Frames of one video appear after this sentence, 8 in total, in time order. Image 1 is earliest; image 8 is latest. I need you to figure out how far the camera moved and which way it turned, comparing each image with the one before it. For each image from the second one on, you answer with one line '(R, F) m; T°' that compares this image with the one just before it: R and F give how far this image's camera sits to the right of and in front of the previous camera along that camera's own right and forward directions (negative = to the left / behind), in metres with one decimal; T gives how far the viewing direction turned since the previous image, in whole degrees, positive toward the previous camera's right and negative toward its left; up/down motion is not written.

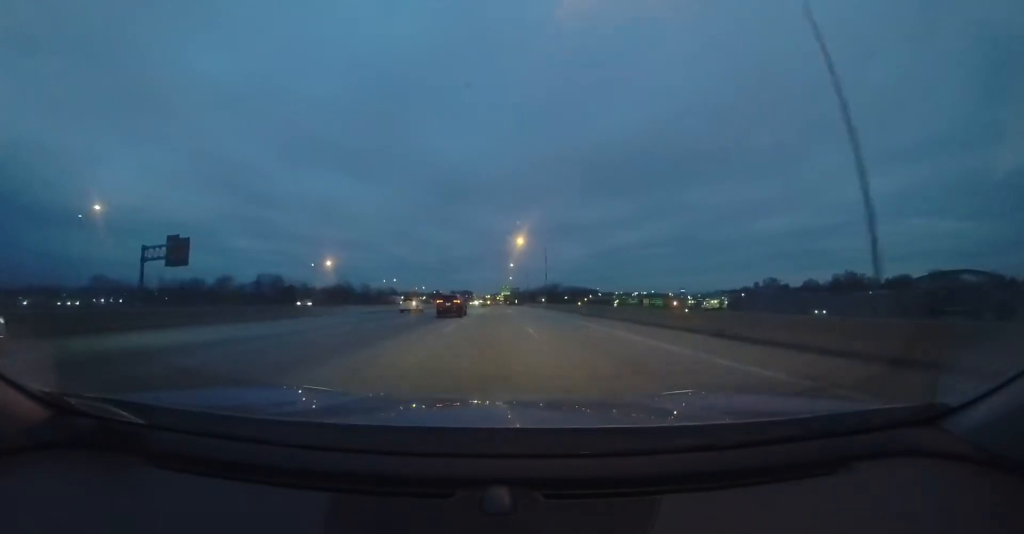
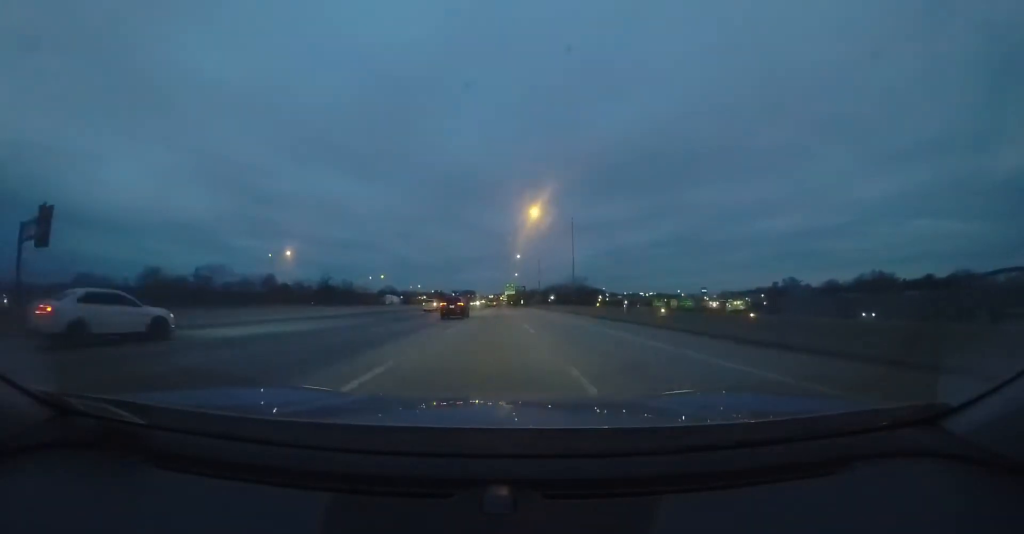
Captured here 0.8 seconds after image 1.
(0.0, +21.4) m; 0°
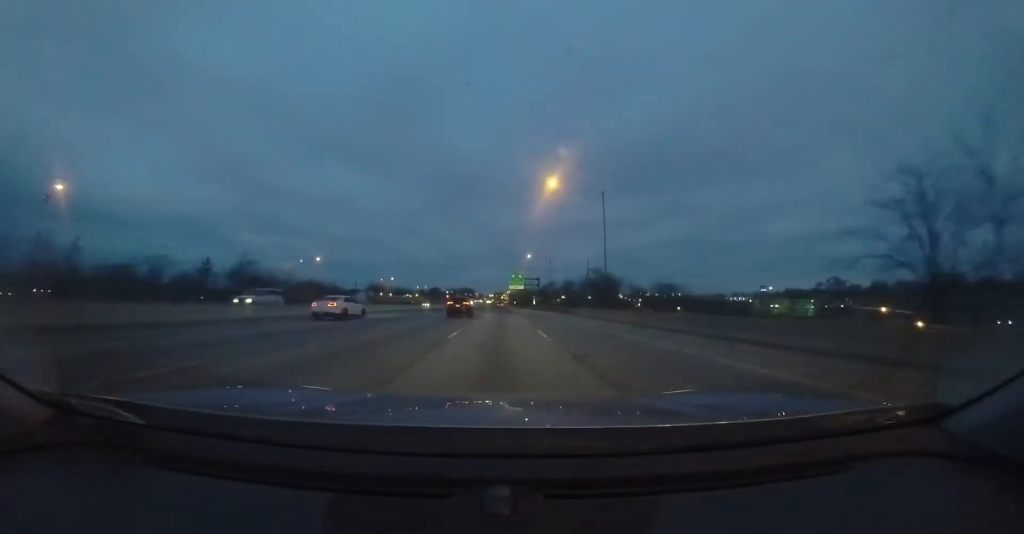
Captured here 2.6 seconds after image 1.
(+0.7, +51.5) m; +2°
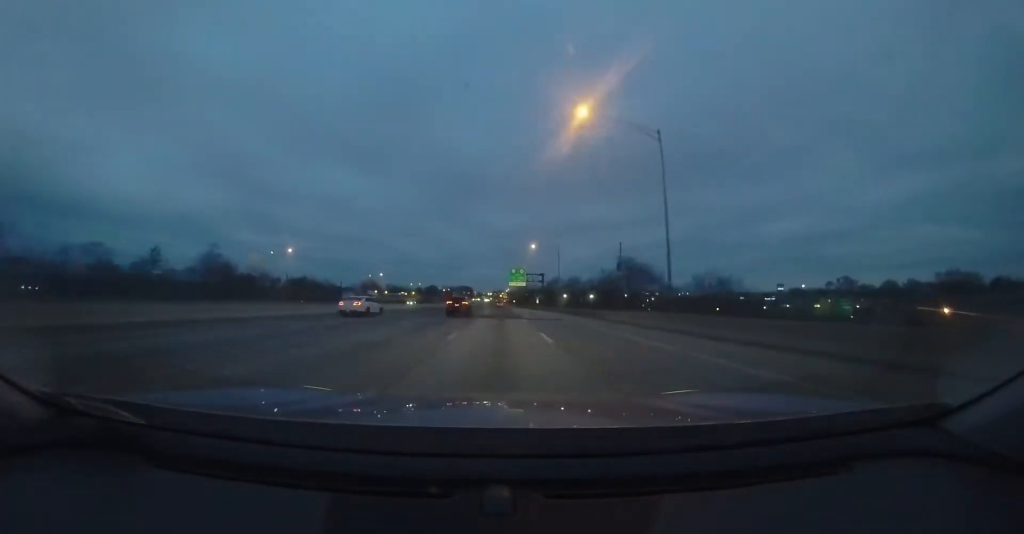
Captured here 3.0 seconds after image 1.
(+0.2, +12.4) m; 0°
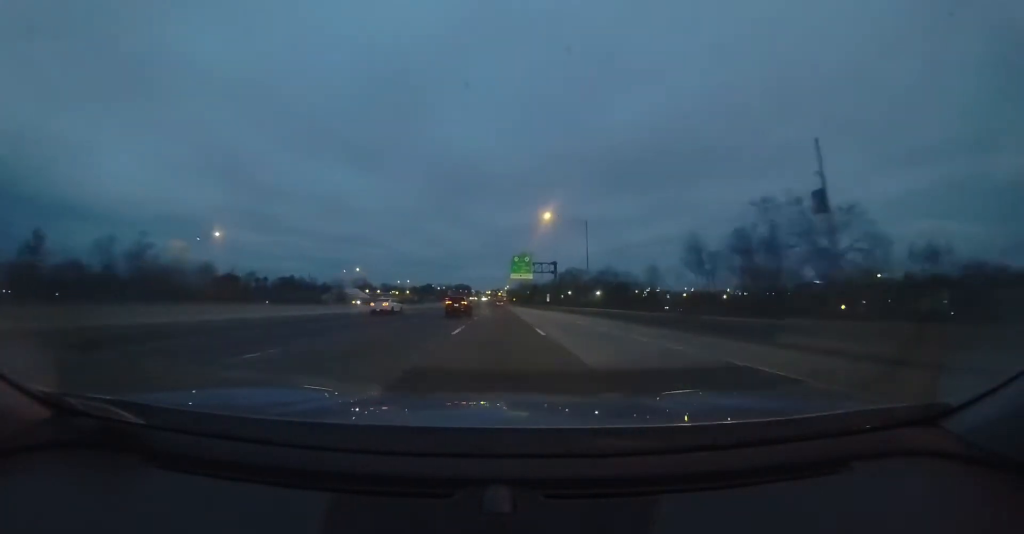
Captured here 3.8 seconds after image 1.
(-0.2, +22.1) m; 0°
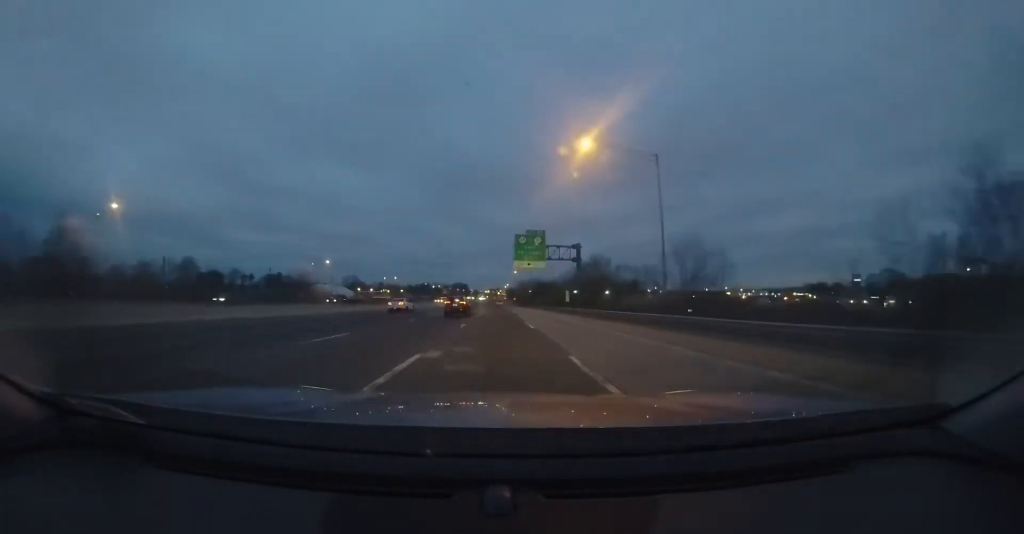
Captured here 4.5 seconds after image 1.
(0.0, +20.2) m; +1°
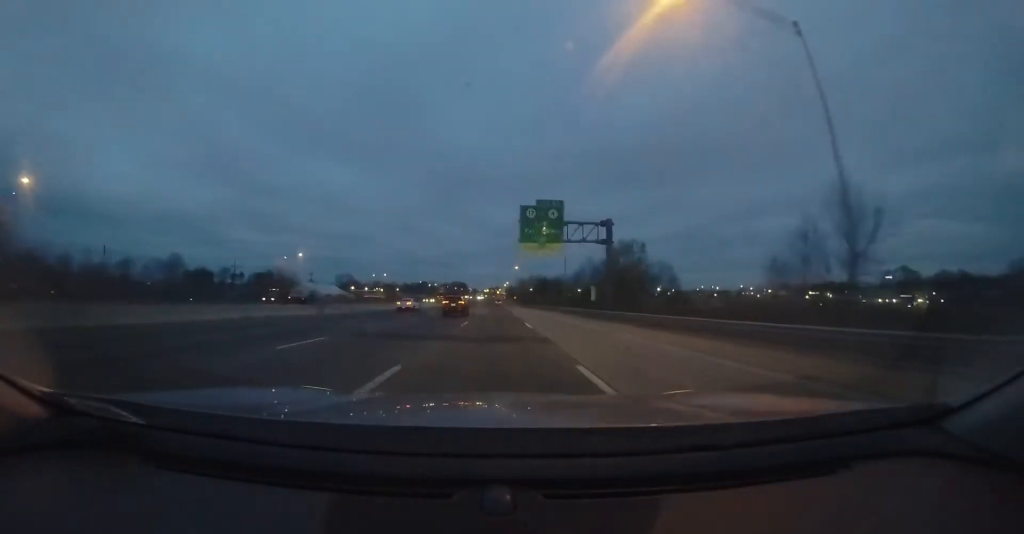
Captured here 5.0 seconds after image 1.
(0.0, +13.4) m; +1°
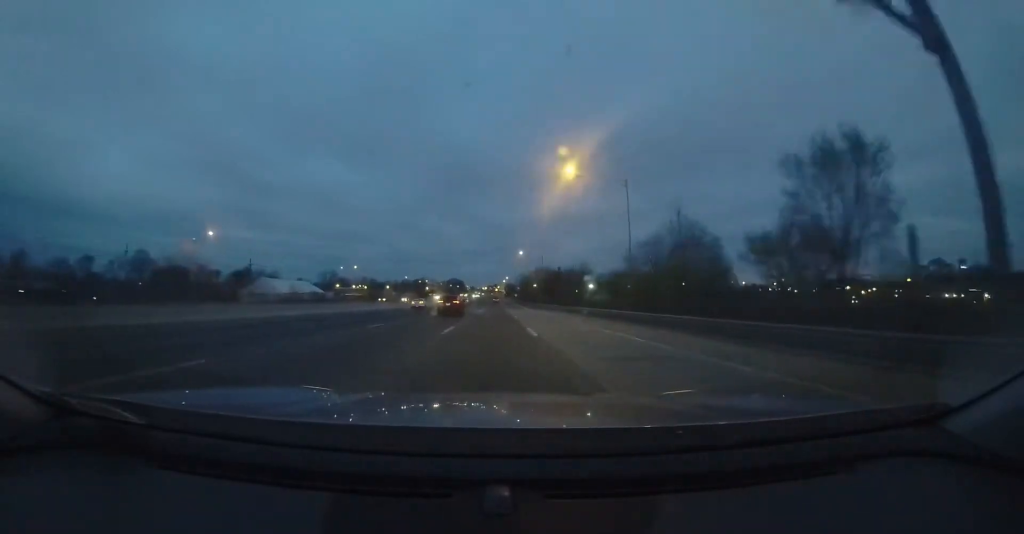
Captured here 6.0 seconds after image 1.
(+0.3, +28.8) m; 0°
